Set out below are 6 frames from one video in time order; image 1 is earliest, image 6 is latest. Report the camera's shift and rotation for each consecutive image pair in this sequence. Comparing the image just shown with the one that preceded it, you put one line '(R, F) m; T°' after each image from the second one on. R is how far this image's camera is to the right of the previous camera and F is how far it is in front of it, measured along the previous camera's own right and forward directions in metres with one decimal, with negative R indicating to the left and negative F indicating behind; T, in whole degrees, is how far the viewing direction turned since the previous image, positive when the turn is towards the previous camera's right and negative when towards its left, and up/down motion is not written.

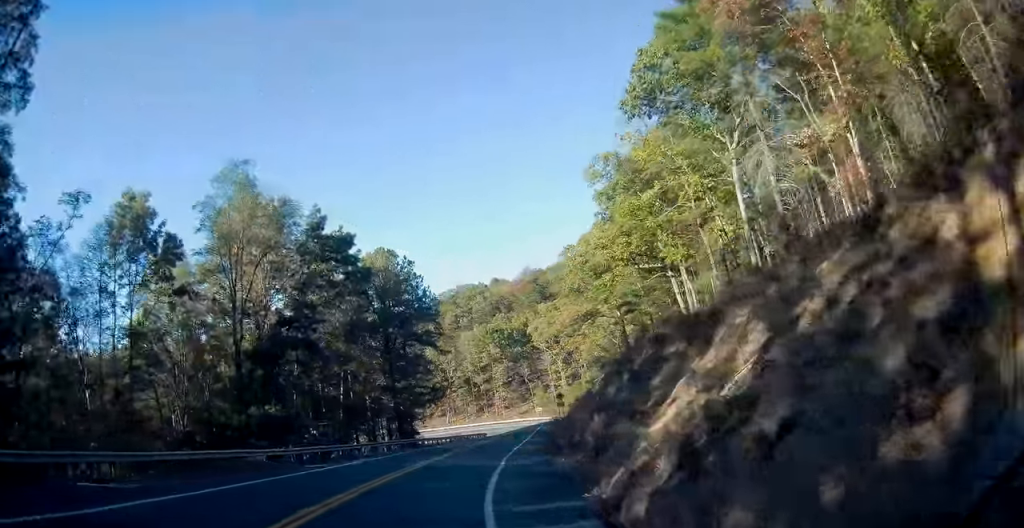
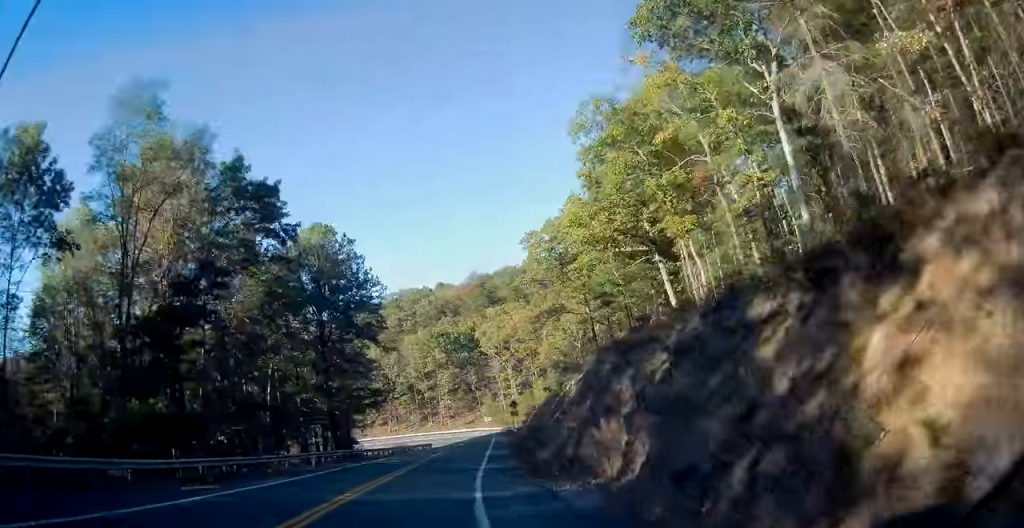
(+0.7, +9.1) m; +7°
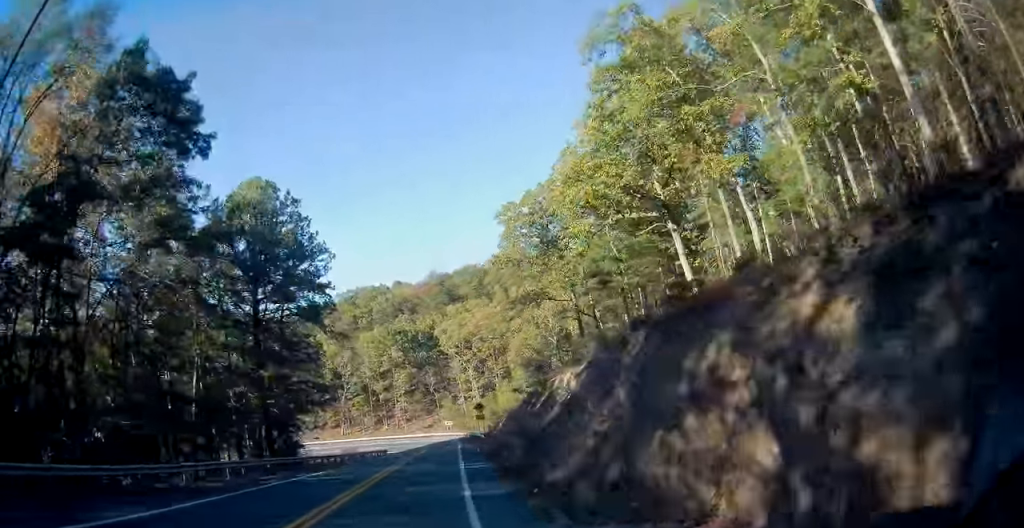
(+0.5, +9.9) m; +6°
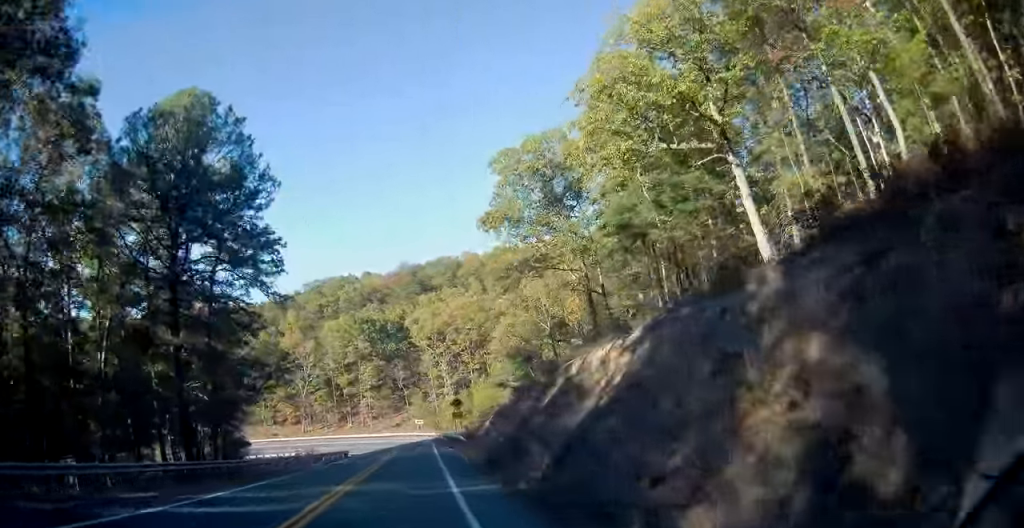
(+0.5, +11.7) m; +3°
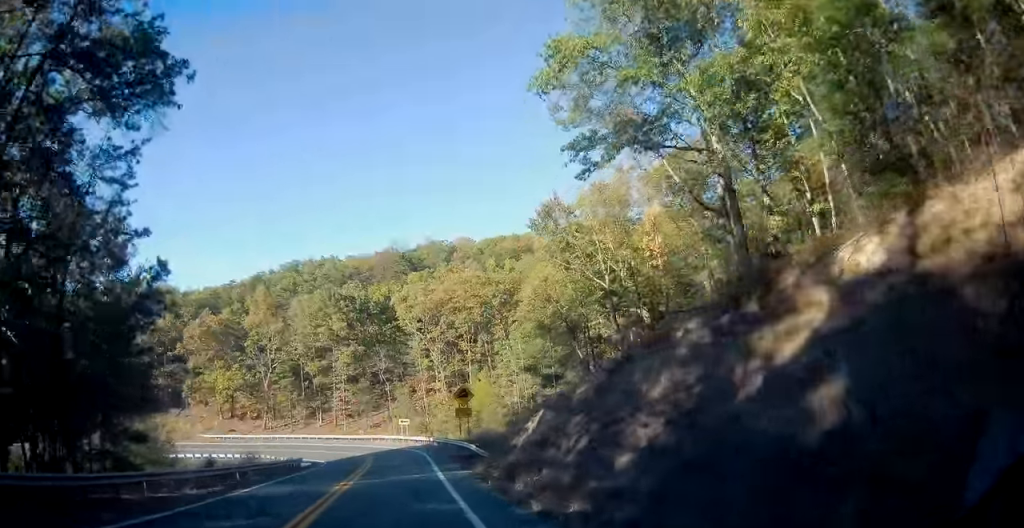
(+0.6, +21.5) m; +2°
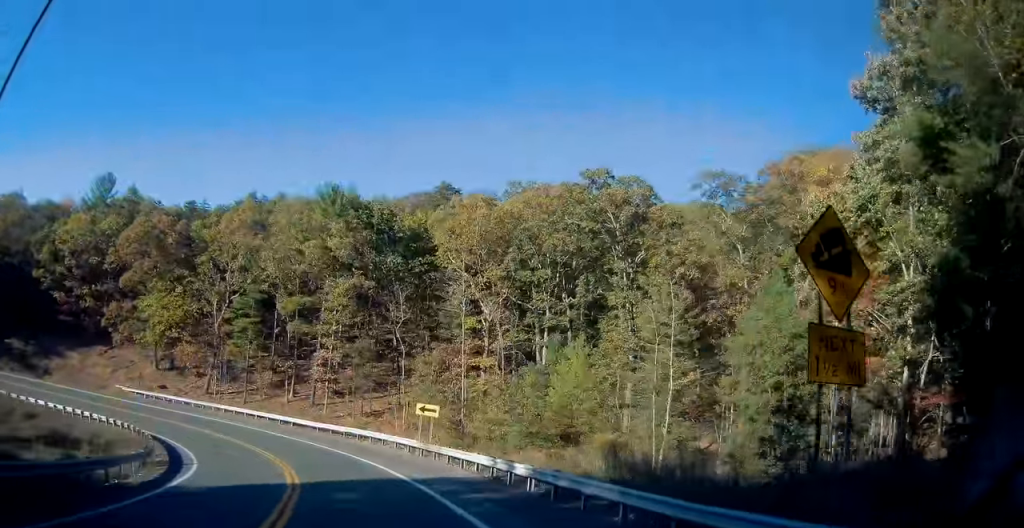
(+0.1, +38.0) m; -2°
